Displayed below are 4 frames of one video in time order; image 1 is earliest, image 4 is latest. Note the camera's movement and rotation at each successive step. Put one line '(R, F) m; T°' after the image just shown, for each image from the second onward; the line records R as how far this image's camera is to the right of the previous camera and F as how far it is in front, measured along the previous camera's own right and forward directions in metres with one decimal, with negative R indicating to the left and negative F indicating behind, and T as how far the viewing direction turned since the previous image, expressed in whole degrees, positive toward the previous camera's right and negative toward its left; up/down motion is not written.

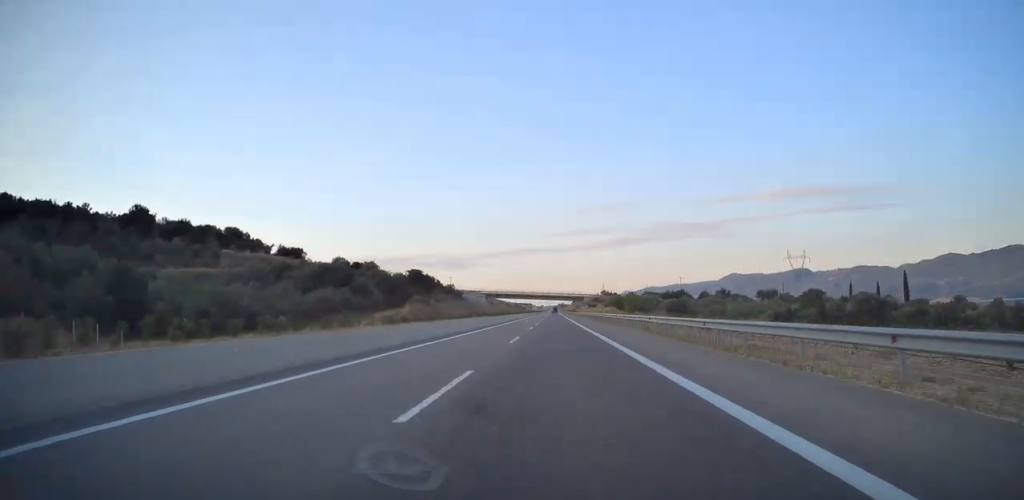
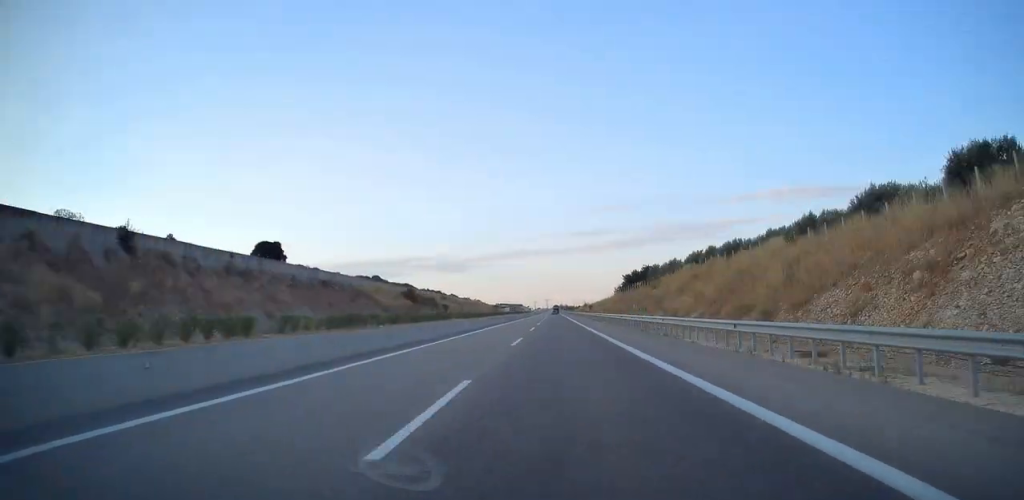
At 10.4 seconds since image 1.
(0.0, +398.6) m; 0°
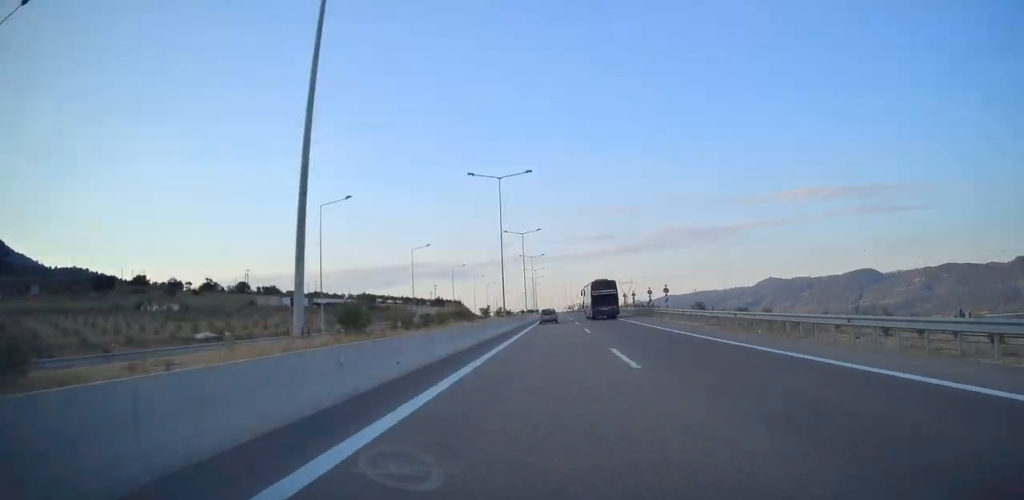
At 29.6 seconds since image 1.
(-3.6, +729.6) m; -2°
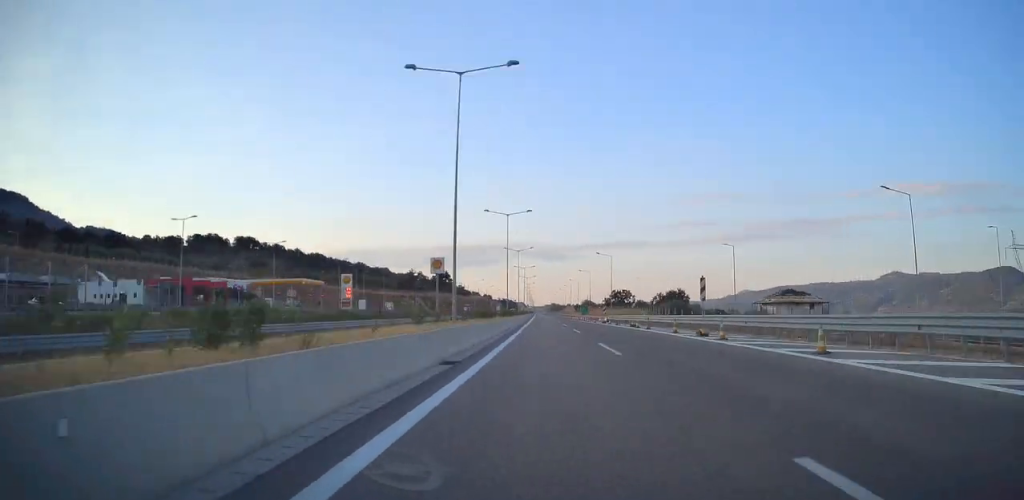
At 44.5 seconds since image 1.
(-37.7, +559.9) m; -7°
